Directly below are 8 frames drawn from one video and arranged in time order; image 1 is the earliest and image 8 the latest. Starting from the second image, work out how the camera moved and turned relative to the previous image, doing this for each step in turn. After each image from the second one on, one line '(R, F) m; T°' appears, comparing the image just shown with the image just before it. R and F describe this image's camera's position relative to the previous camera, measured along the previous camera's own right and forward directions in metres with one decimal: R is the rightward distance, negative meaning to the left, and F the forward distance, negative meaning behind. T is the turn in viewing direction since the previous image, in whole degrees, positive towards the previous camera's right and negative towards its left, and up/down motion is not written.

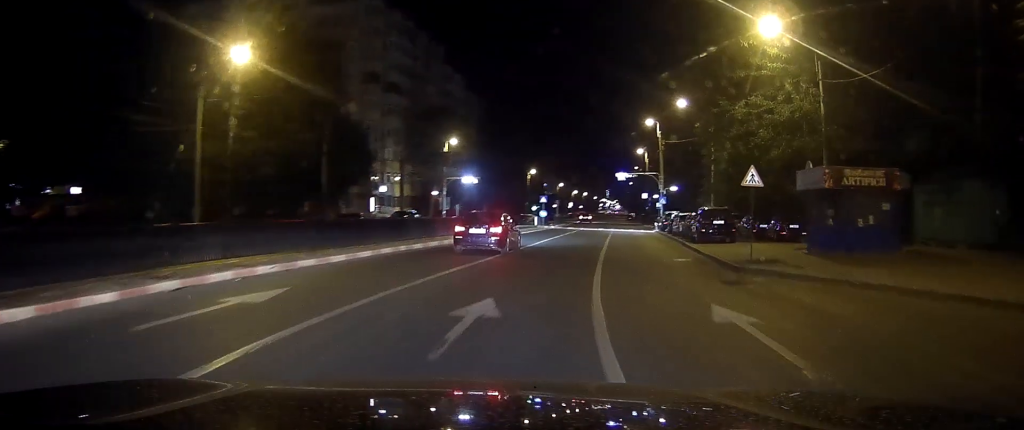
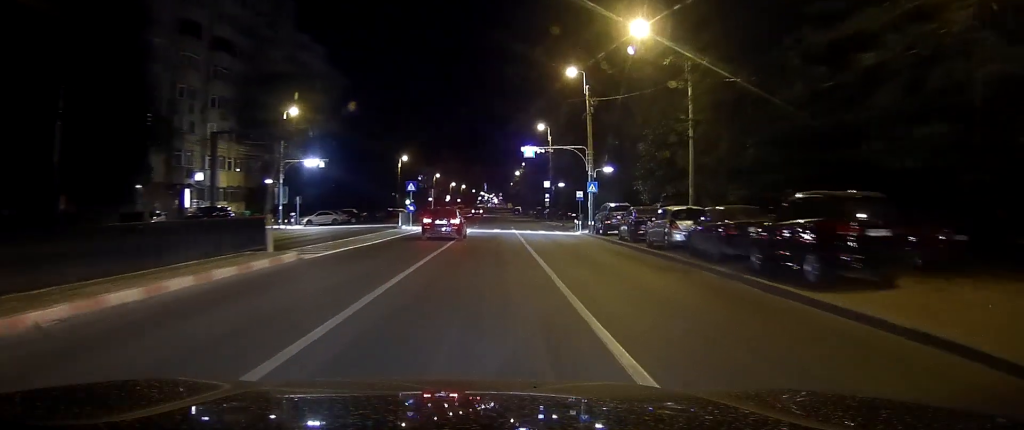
(+2.5, +23.6) m; +8°
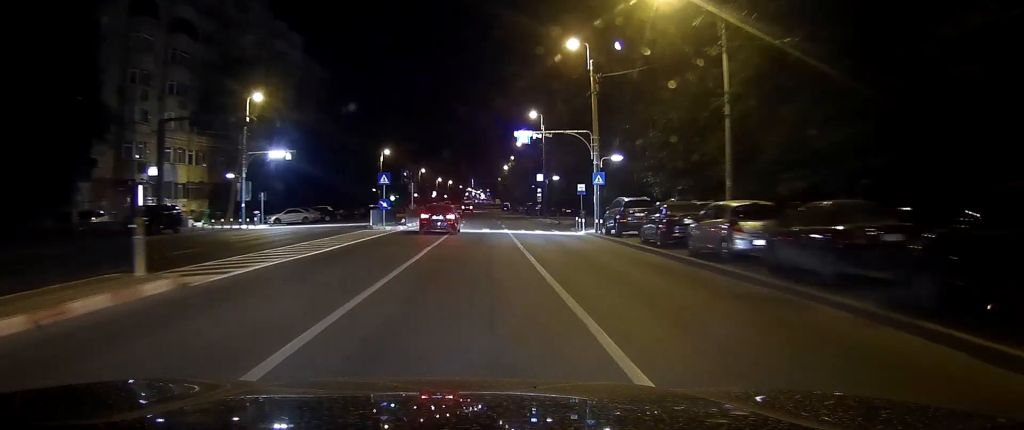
(0.0, +7.3) m; +1°
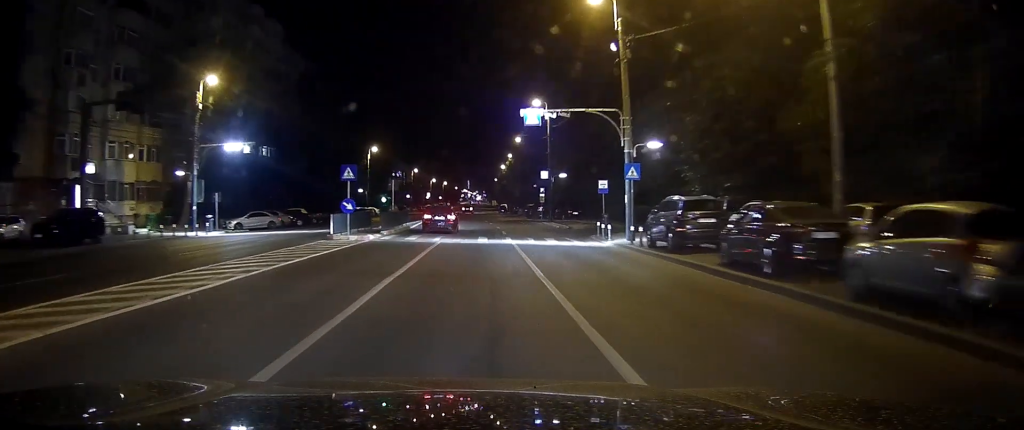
(+0.2, +9.6) m; +1°
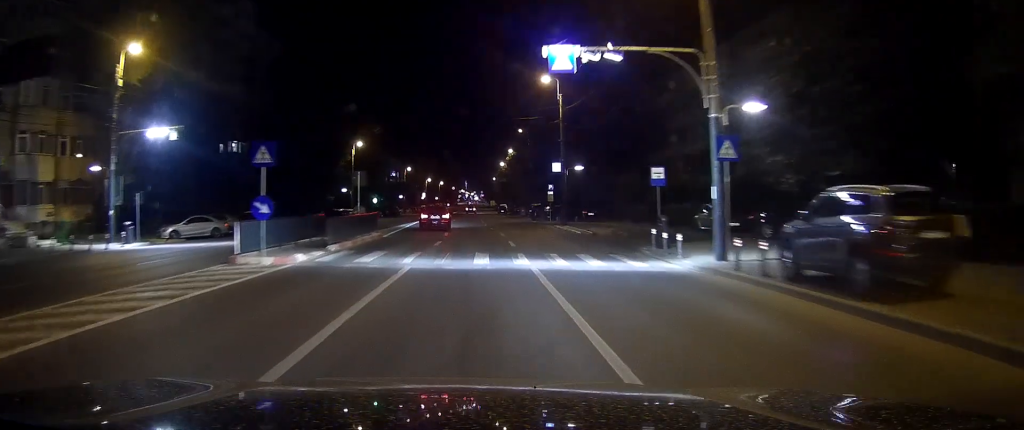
(0.0, +11.8) m; -1°
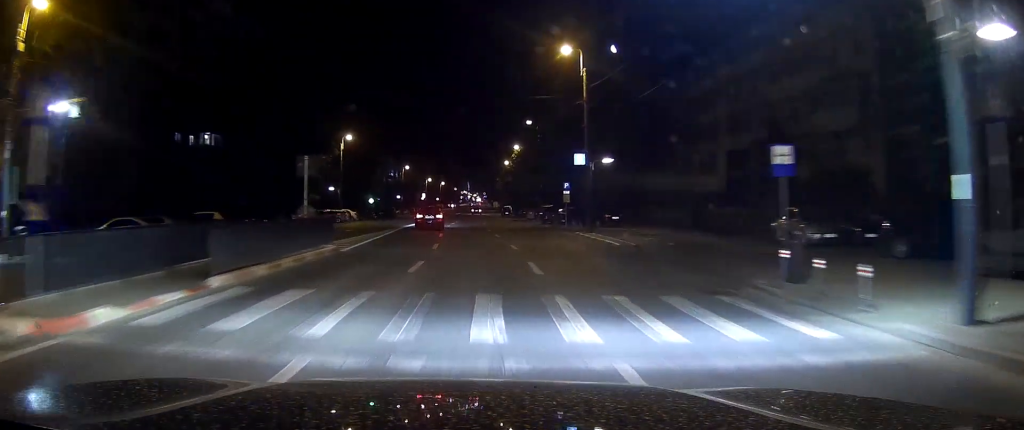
(-0.1, +10.5) m; 0°
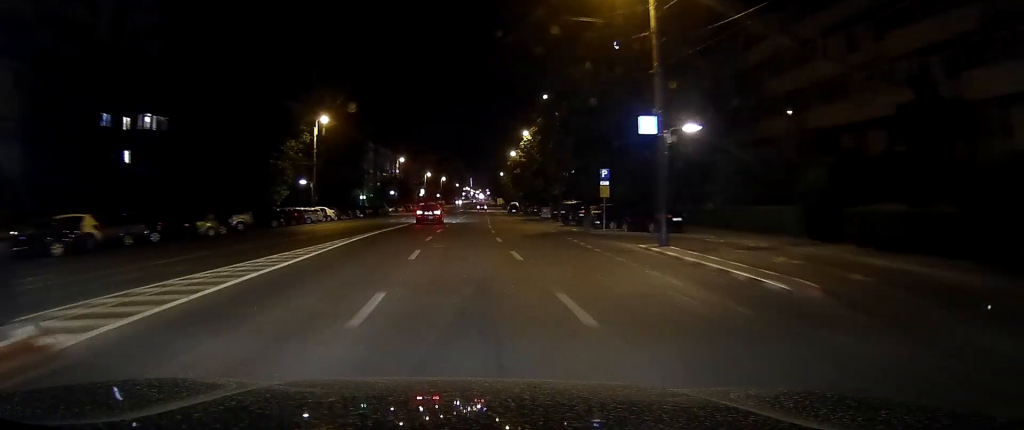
(-0.1, +15.5) m; 0°
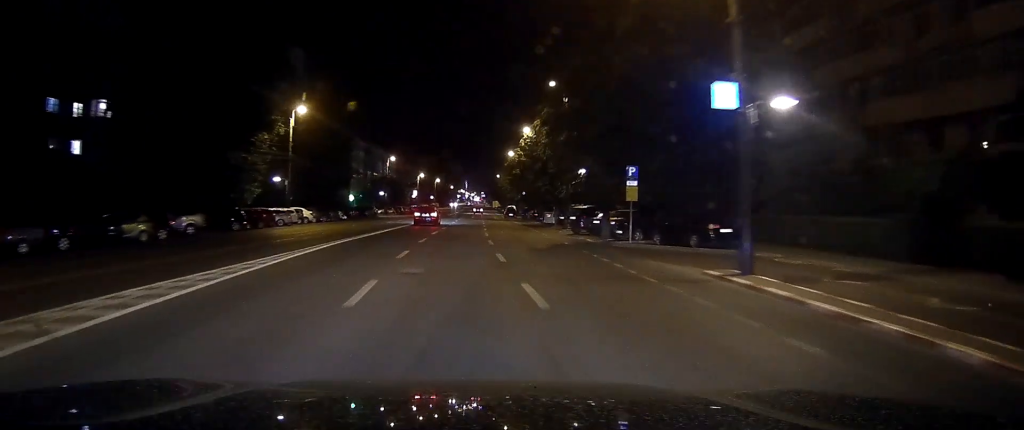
(0.0, +8.2) m; 0°
